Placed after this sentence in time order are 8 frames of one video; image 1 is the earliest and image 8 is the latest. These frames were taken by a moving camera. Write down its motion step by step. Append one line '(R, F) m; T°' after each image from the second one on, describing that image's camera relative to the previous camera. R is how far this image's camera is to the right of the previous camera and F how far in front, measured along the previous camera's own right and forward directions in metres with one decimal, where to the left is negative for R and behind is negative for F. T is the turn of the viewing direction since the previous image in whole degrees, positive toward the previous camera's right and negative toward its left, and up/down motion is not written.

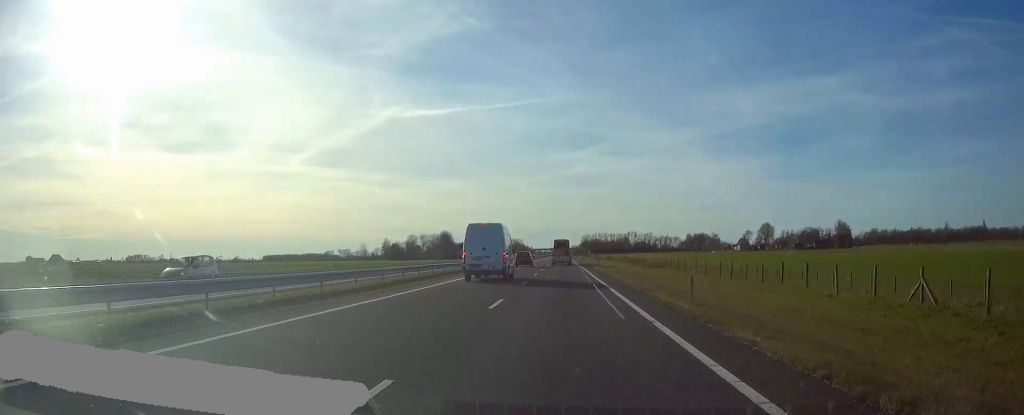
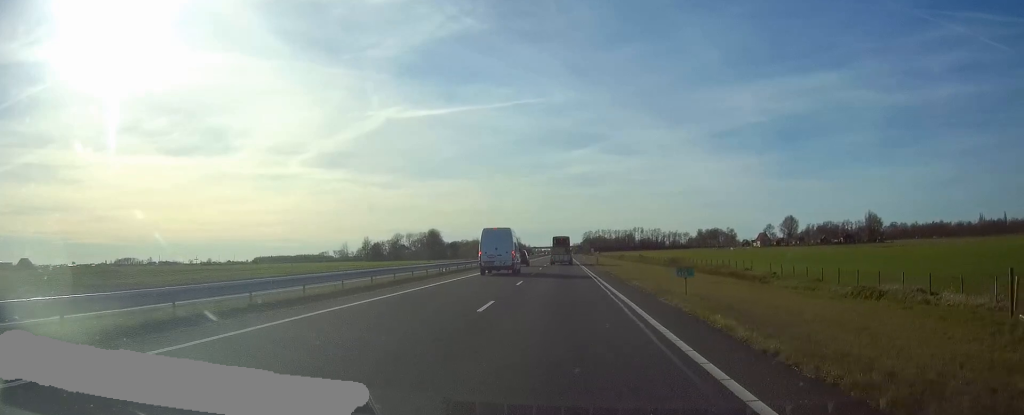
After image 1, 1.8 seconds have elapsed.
(0.0, +49.4) m; 0°
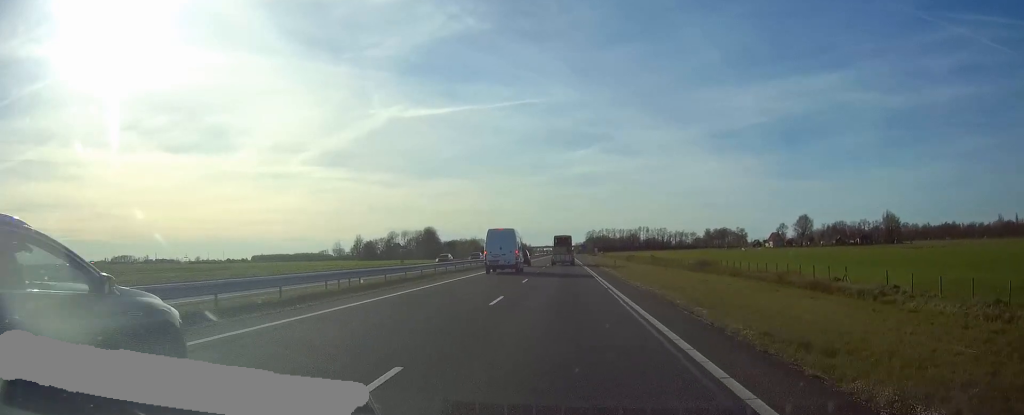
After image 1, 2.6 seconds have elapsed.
(-0.1, +22.2) m; 0°
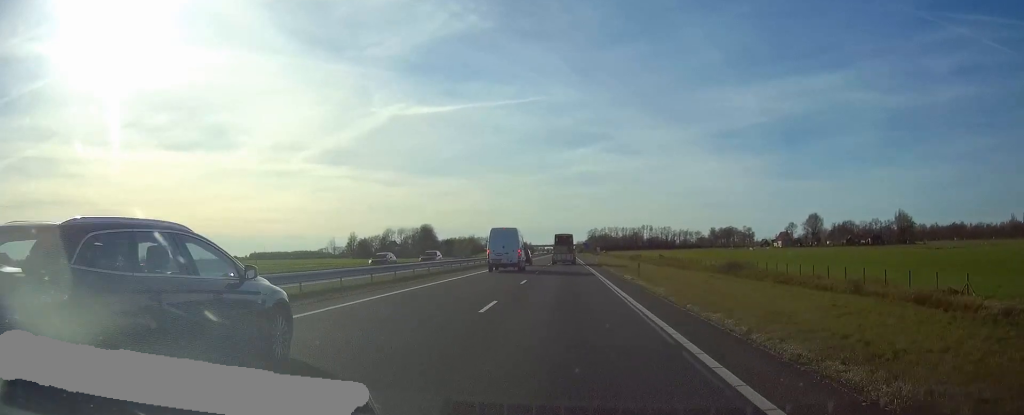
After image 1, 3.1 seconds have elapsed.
(+0.2, +13.8) m; +1°
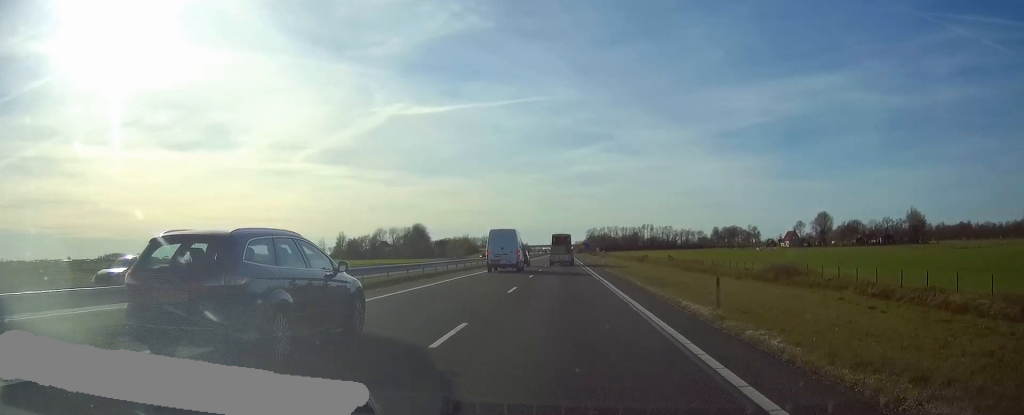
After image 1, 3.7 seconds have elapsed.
(+0.1, +17.3) m; 0°
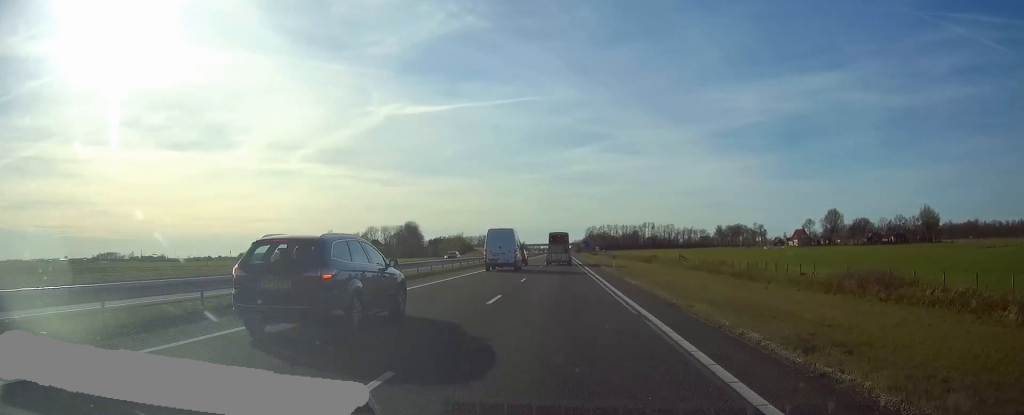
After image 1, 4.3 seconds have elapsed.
(+0.1, +17.2) m; 0°
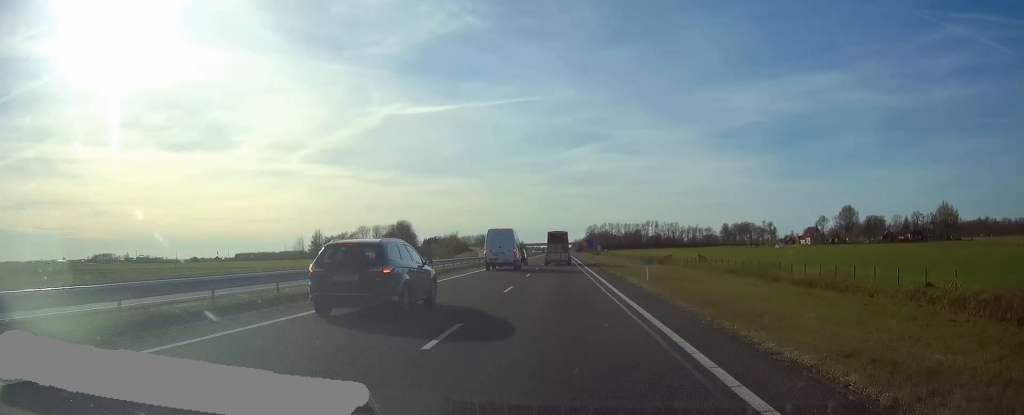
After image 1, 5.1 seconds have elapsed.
(-0.2, +19.5) m; -1°
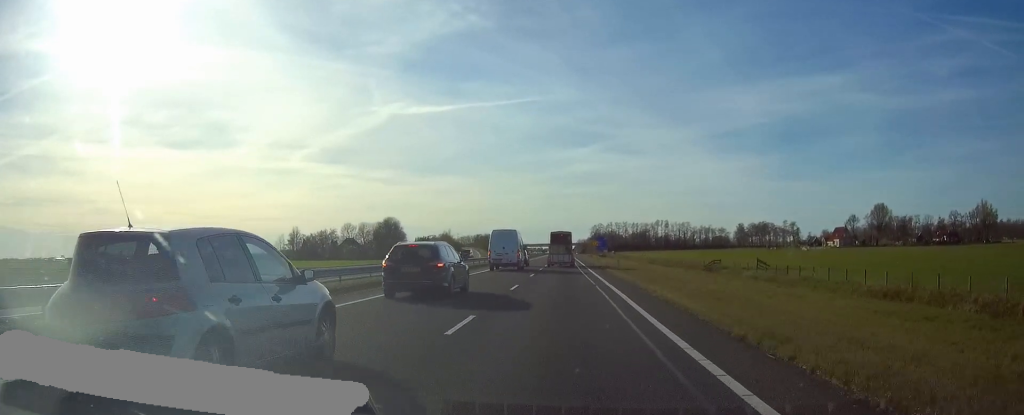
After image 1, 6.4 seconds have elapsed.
(-0.4, +35.6) m; 0°
